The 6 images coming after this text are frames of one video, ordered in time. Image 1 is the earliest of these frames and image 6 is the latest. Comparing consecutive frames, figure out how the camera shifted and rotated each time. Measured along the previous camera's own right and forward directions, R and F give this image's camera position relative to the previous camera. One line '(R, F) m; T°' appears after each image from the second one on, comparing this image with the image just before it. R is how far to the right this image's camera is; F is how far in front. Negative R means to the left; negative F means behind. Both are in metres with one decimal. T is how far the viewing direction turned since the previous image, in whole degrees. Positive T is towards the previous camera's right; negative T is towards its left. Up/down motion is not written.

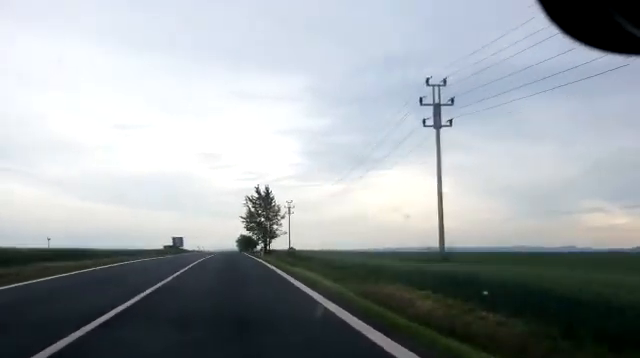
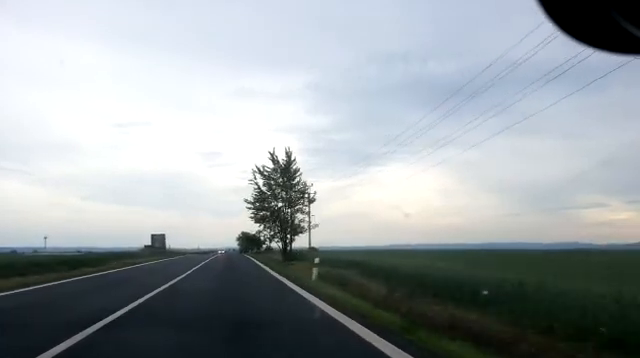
(-0.4, +29.3) m; -1°
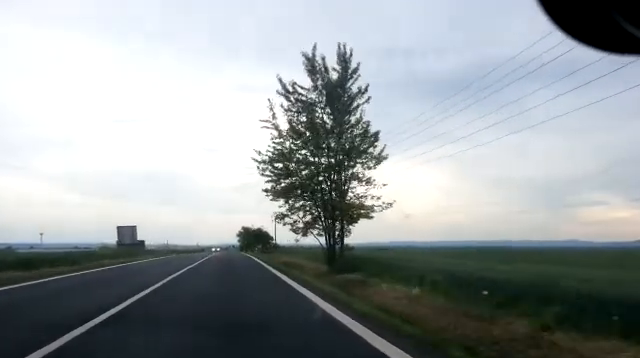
(+0.1, +24.0) m; 0°
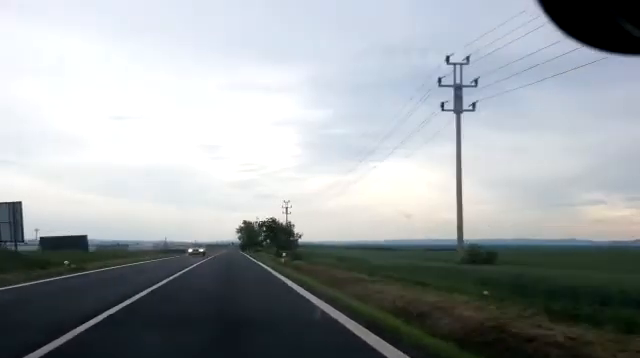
(-0.4, +31.5) m; 0°
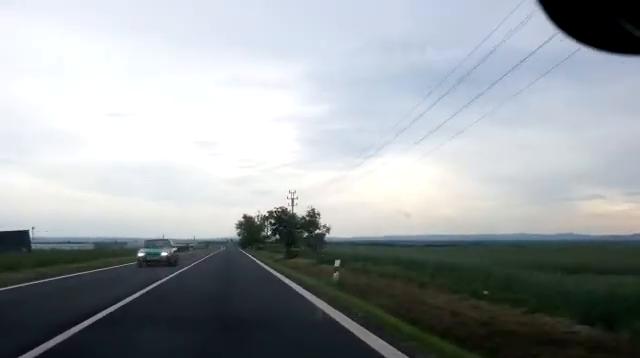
(+0.3, +13.7) m; +1°
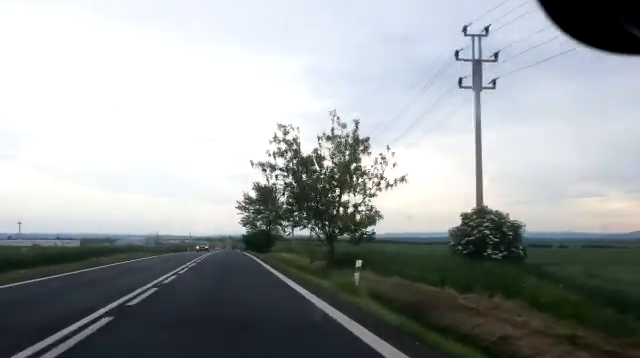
(+0.8, +76.0) m; +1°
